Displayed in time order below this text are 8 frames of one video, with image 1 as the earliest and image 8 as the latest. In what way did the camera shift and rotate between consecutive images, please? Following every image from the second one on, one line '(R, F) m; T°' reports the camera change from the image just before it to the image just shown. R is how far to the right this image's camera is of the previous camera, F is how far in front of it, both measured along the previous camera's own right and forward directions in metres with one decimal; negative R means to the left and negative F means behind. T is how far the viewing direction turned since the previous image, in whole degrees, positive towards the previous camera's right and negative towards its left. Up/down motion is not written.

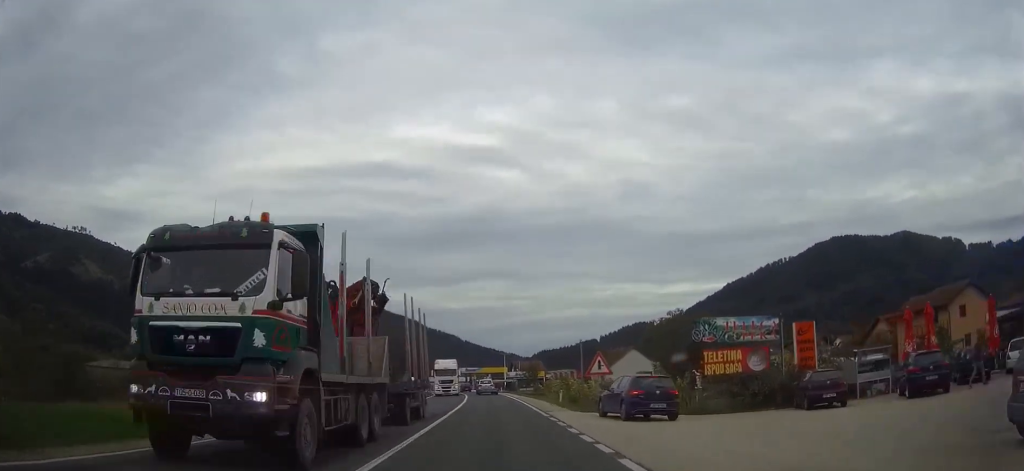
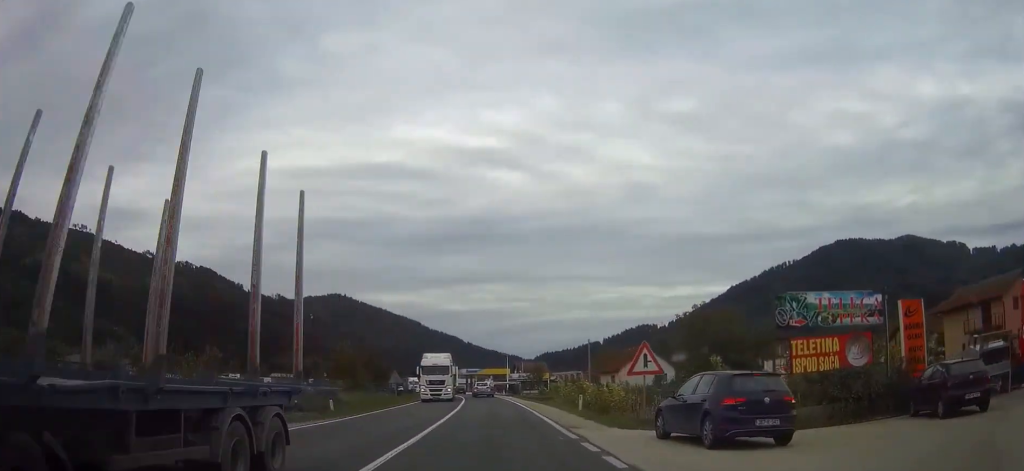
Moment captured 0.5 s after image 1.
(0.0, +8.5) m; 0°
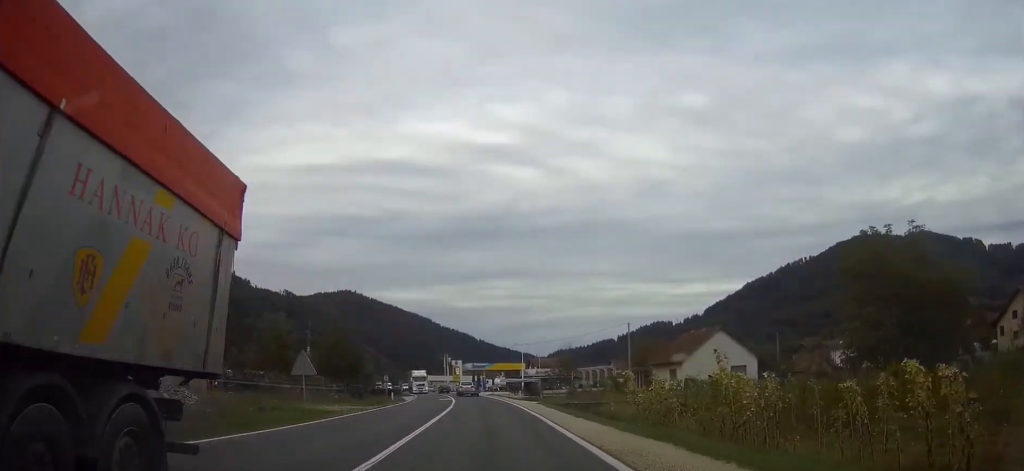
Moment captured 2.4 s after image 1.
(-0.3, +29.5) m; -1°
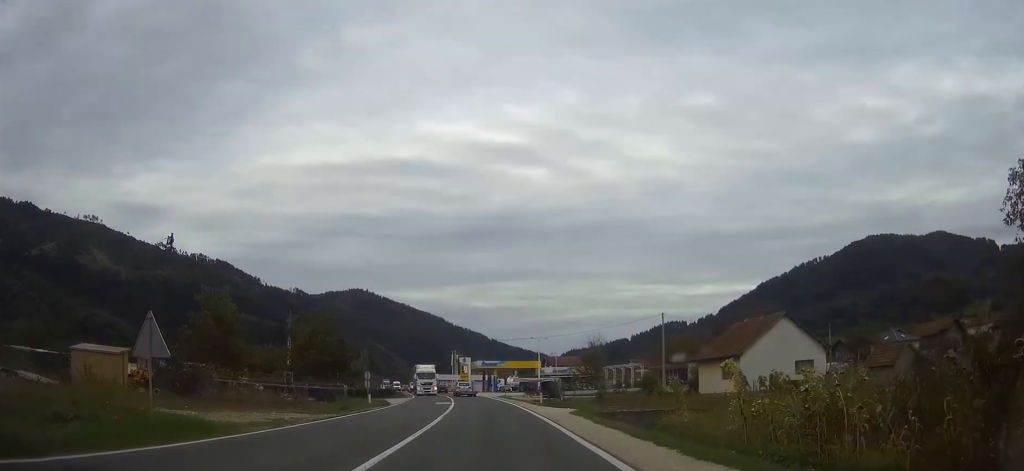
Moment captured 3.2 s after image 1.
(-0.1, +14.0) m; 0°
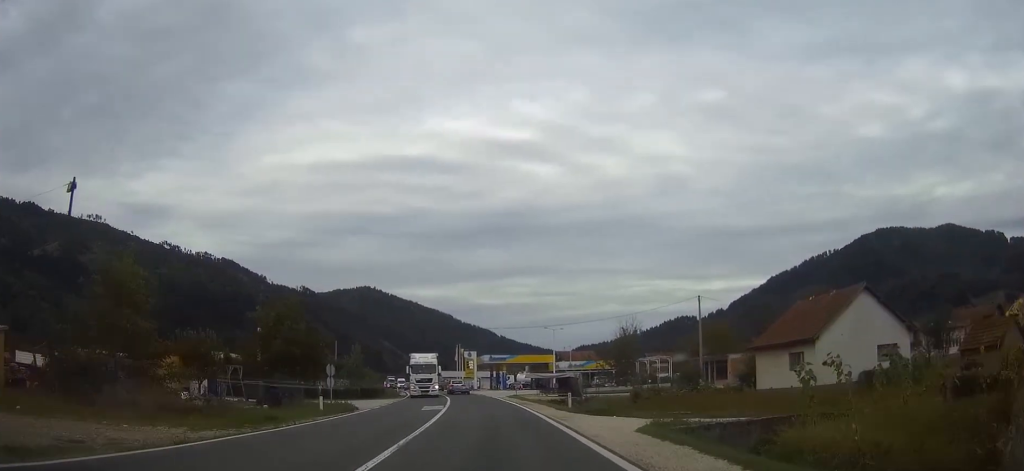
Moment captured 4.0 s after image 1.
(0.0, +12.9) m; -1°
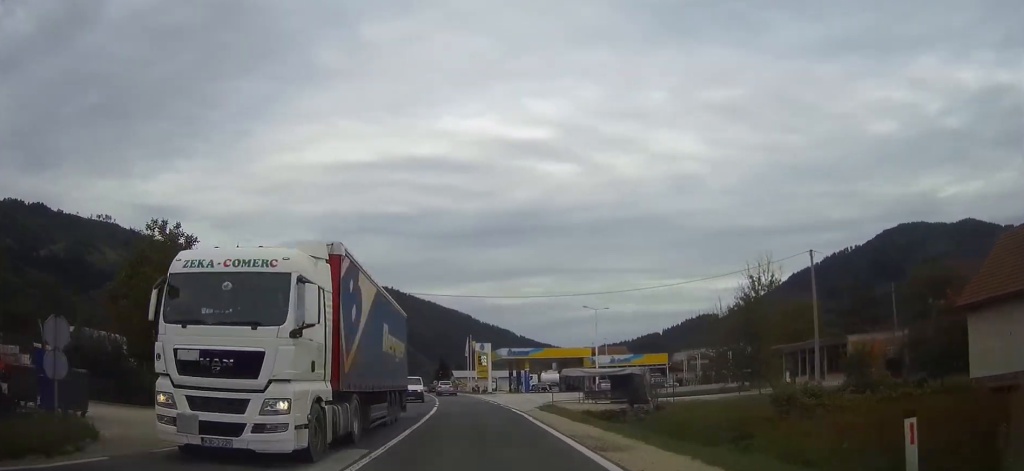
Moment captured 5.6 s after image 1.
(-0.3, +24.7) m; -3°
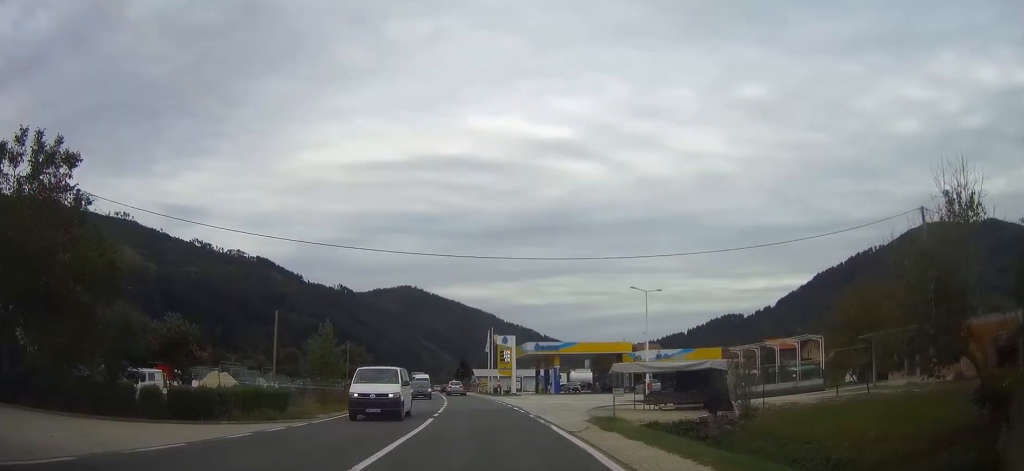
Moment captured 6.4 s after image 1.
(-0.2, +13.0) m; -2°
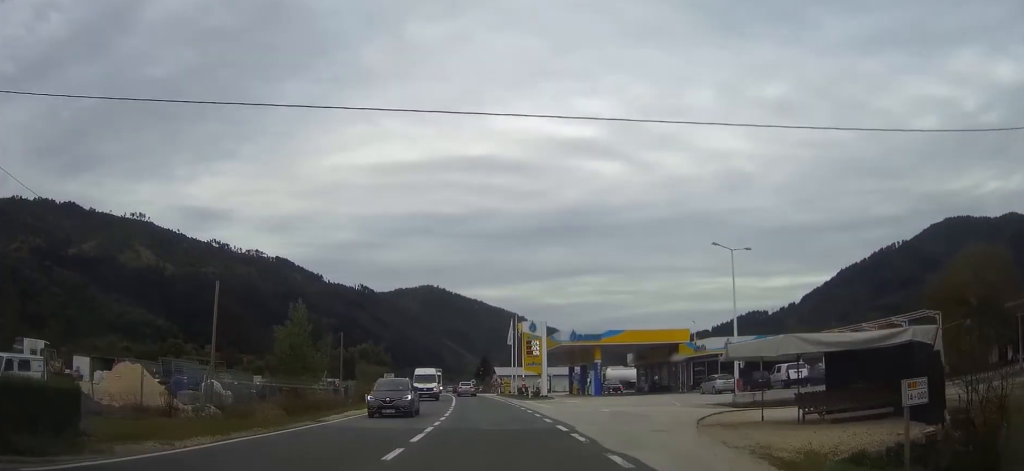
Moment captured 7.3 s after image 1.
(-0.3, +15.9) m; -2°
